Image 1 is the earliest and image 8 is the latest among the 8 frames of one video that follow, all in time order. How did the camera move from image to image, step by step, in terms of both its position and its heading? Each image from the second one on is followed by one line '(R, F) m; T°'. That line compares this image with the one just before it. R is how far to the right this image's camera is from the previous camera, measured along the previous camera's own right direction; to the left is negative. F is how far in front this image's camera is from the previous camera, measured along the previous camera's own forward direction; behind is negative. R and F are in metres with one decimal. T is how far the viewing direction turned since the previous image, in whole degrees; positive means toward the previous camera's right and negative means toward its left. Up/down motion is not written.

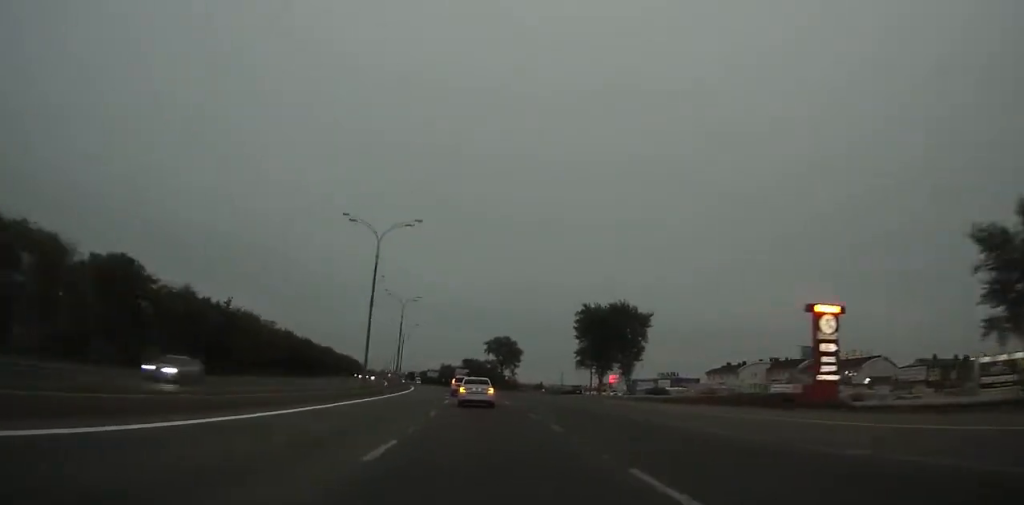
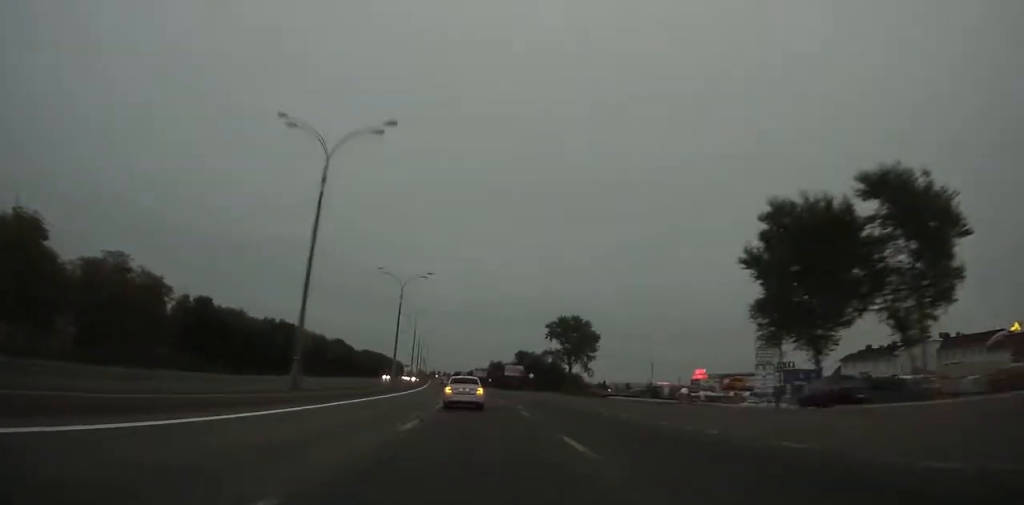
(-2.4, +54.7) m; -5°
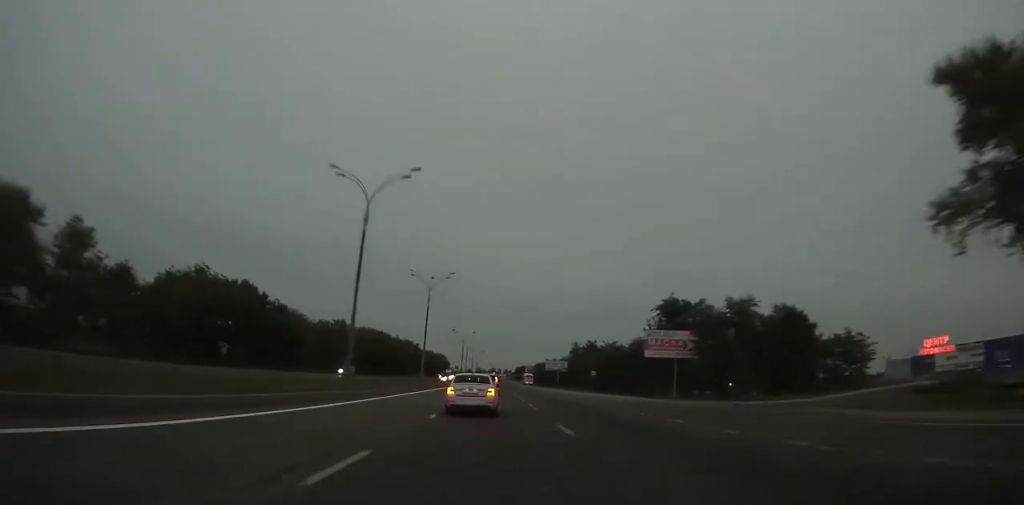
(-6.2, +102.5) m; -5°
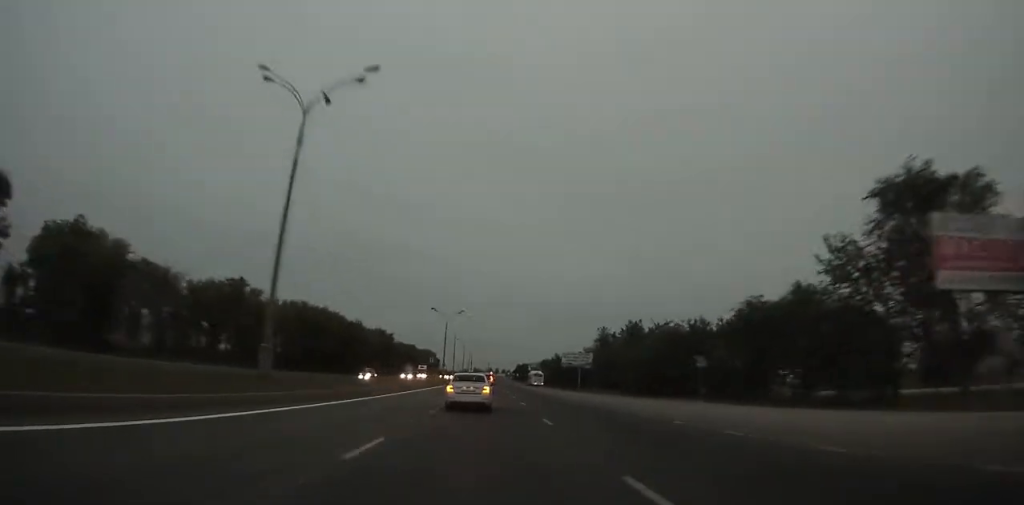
(-0.3, +47.3) m; 0°
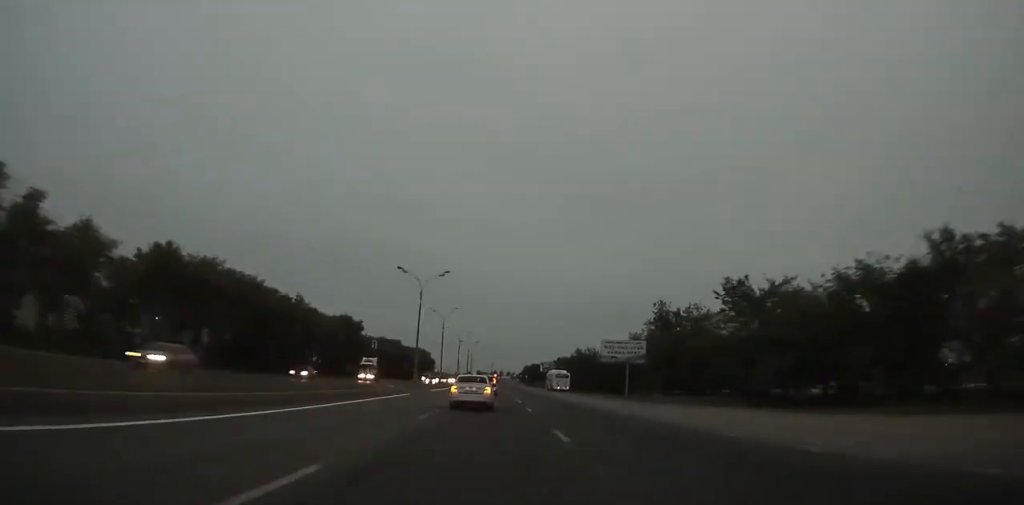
(0.0, +39.7) m; 0°
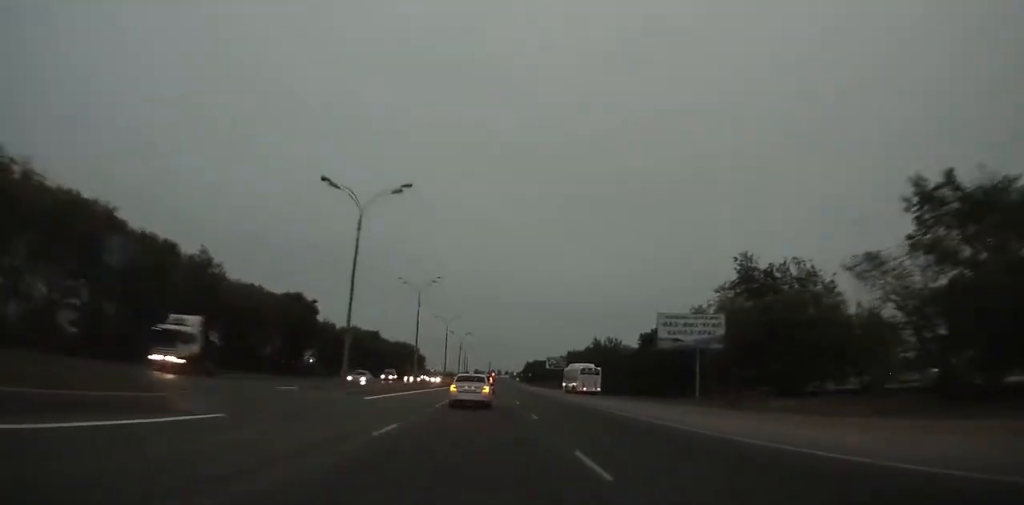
(-0.1, +28.9) m; 0°
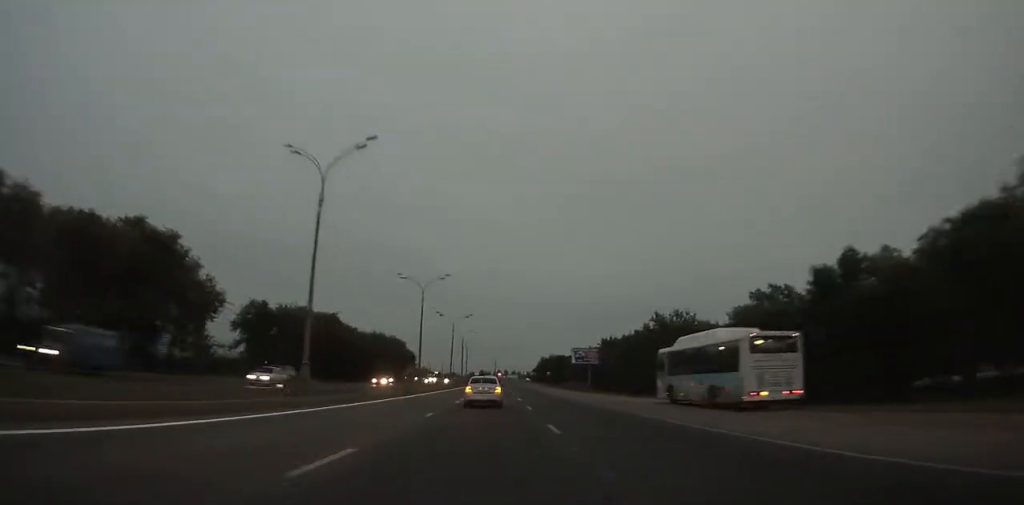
(0.0, +42.0) m; 0°
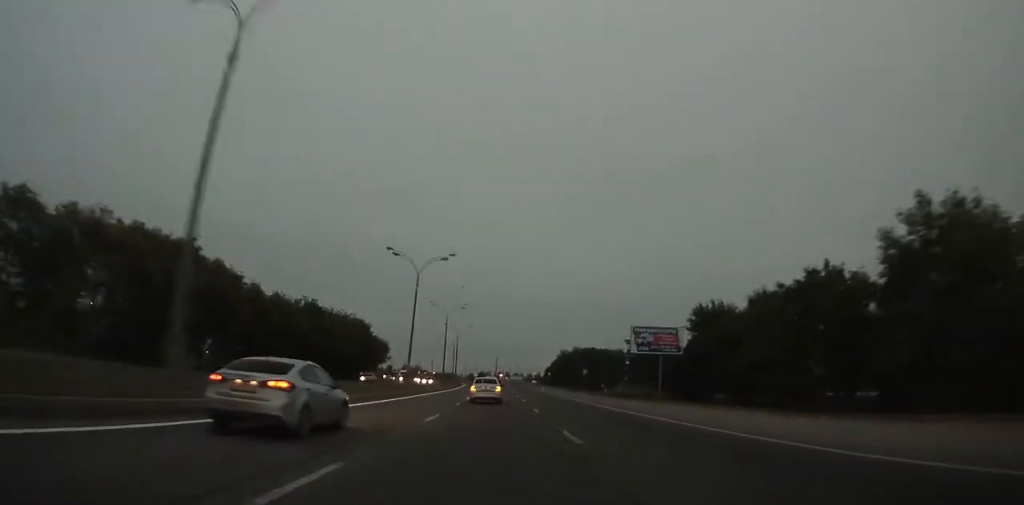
(-0.2, +50.1) m; -1°
